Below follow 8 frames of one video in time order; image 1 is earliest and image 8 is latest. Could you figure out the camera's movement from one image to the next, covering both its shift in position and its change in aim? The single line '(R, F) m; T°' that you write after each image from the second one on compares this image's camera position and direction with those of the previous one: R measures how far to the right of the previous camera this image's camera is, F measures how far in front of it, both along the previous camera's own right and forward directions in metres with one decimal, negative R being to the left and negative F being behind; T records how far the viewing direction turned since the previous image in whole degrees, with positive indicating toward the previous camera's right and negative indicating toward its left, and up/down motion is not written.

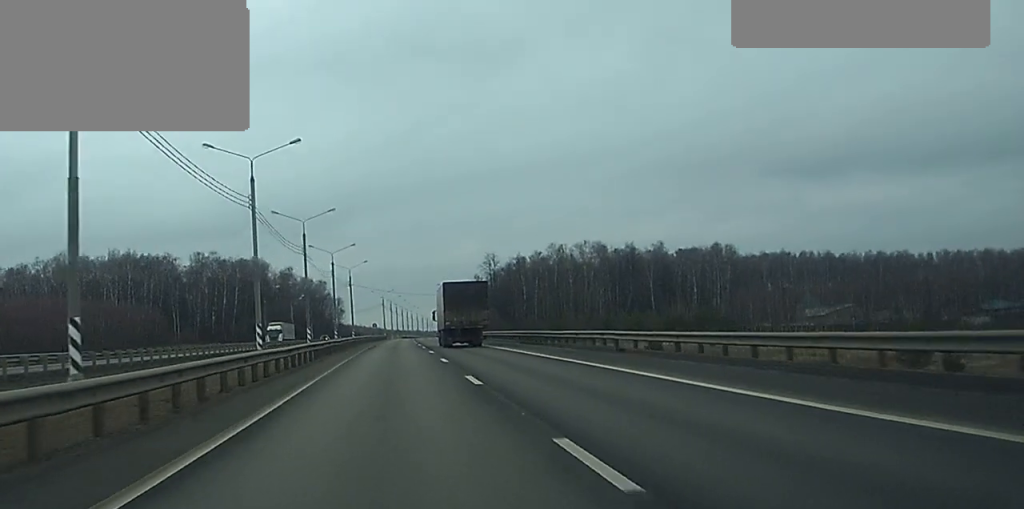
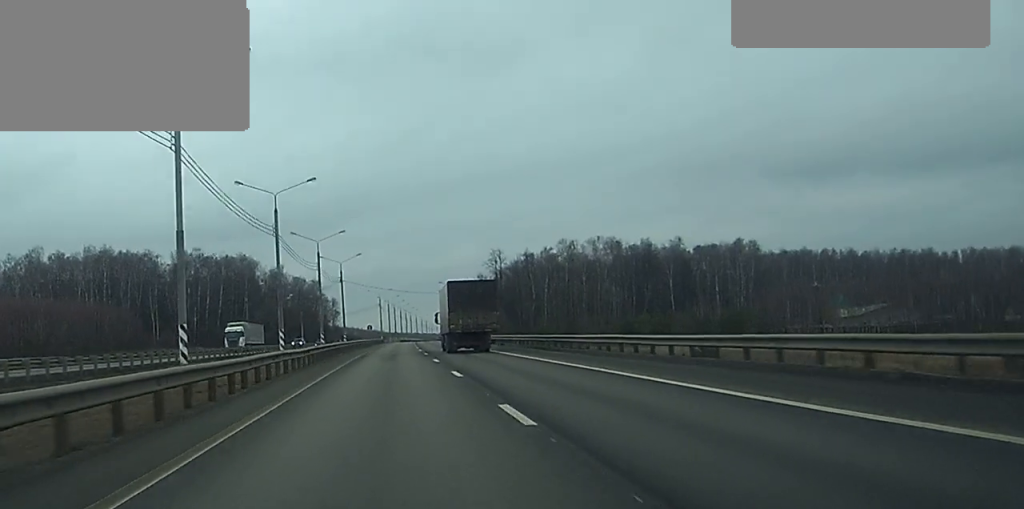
(0.0, +19.4) m; 0°
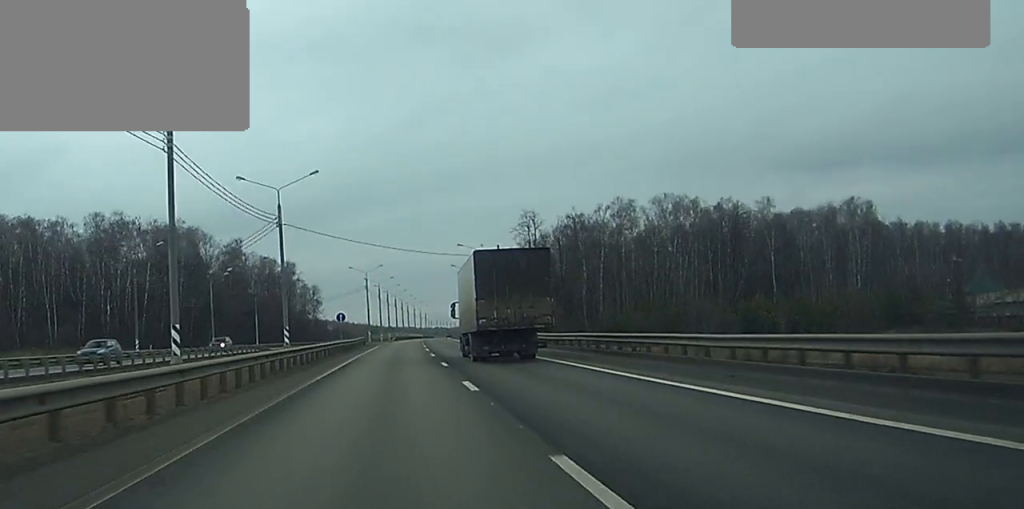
(-0.1, +65.4) m; 0°
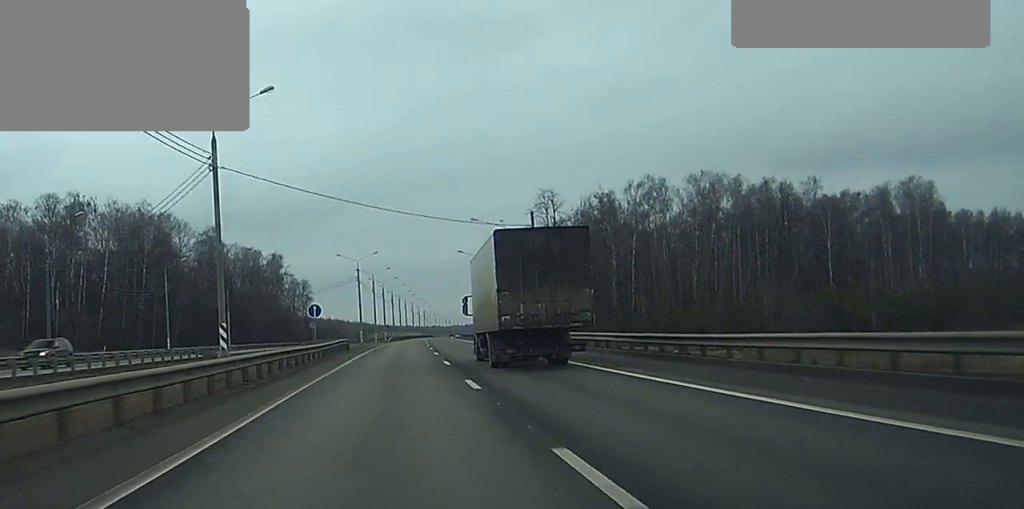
(+0.1, +23.5) m; 0°
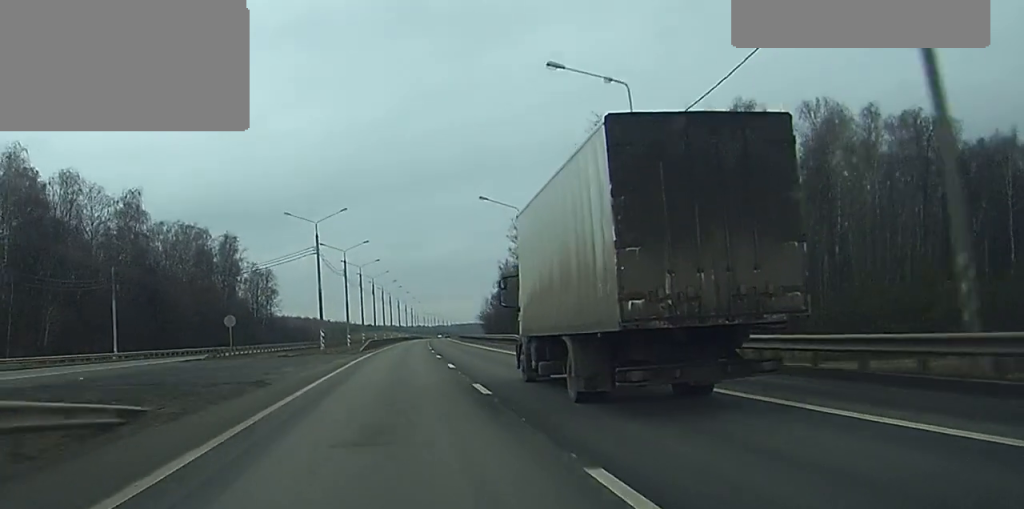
(+0.2, +49.1) m; +1°
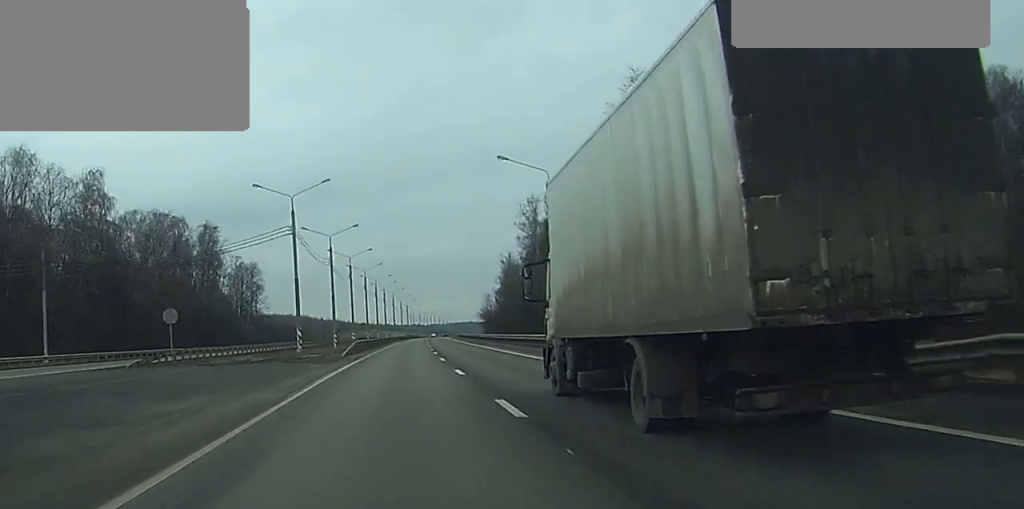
(+0.1, +16.5) m; +1°
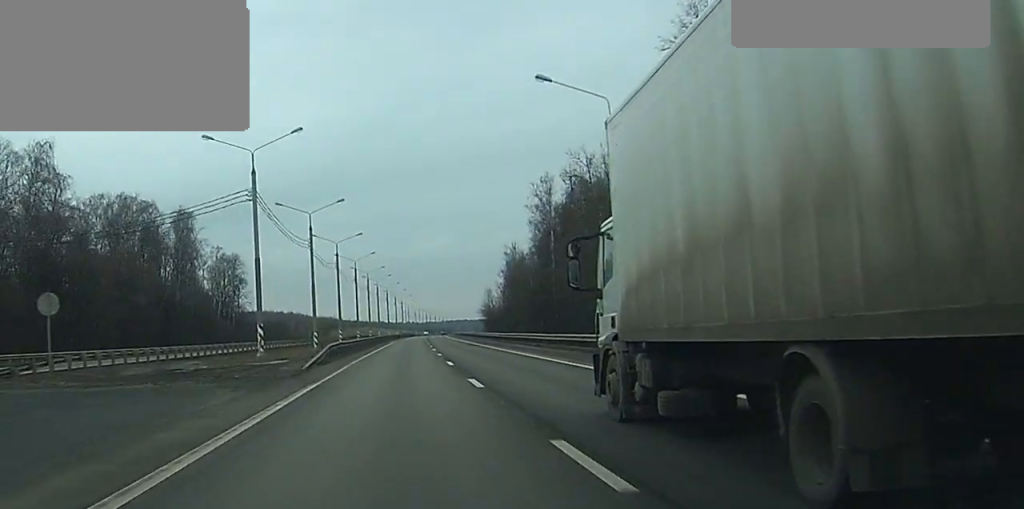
(+0.1, +17.6) m; +1°
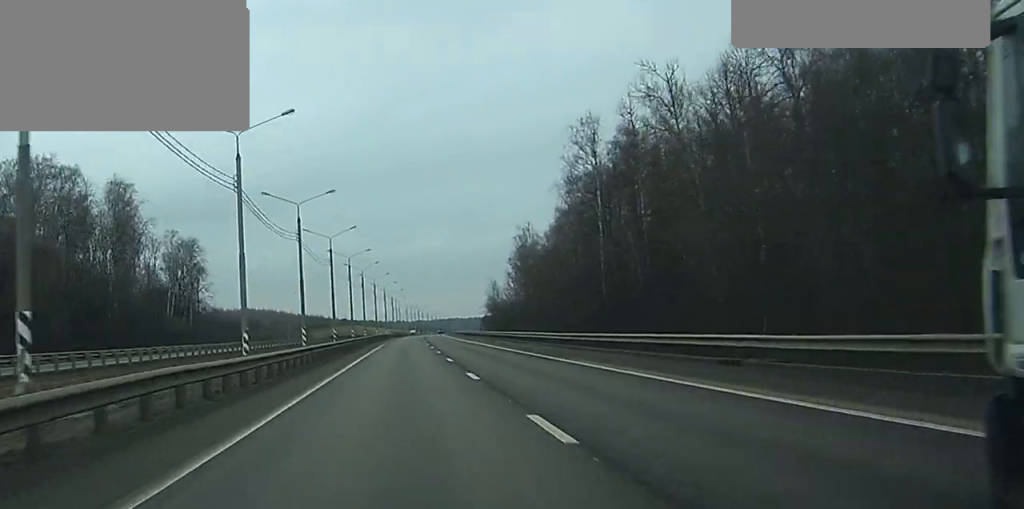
(+0.3, +33.4) m; +1°
